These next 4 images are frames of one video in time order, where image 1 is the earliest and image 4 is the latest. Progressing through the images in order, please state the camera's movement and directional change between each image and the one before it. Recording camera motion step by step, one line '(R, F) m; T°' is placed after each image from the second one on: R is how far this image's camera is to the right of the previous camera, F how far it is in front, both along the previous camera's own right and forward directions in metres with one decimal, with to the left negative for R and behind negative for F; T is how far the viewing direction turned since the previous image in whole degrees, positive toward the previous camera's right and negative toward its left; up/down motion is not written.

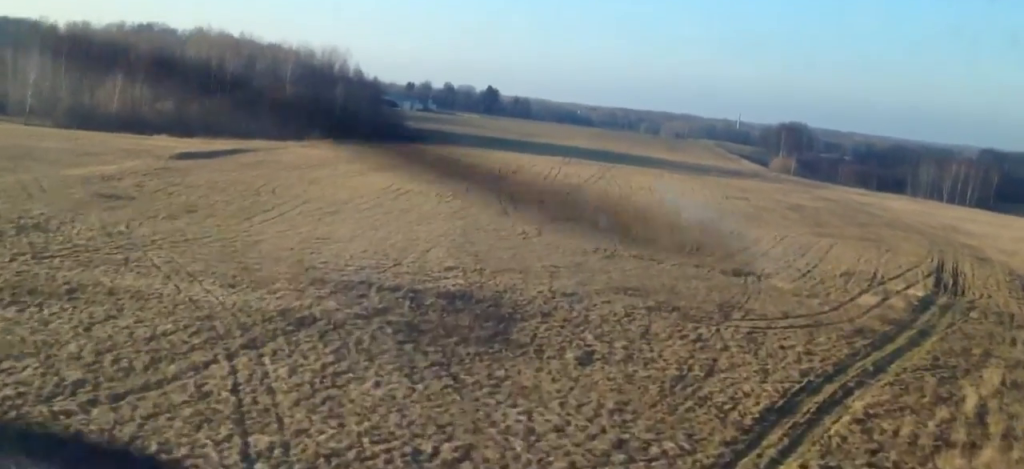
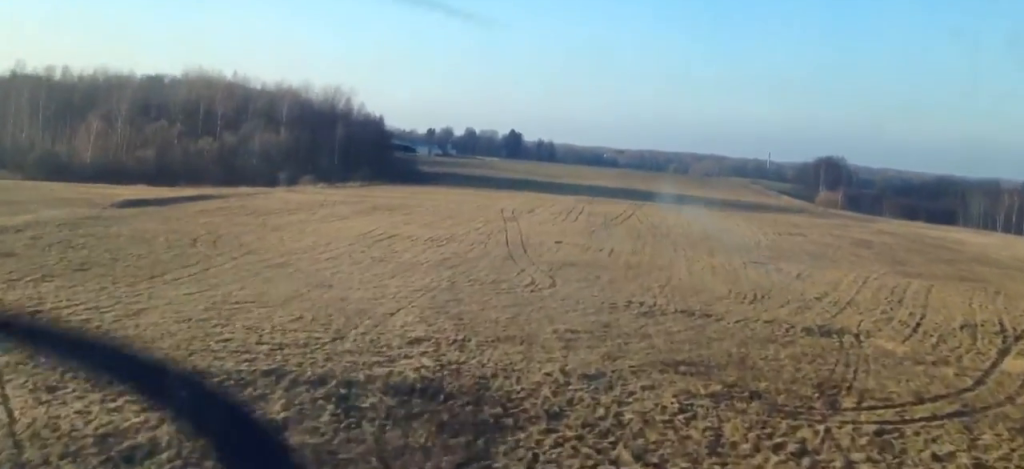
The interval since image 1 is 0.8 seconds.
(-0.2, +25.2) m; -2°
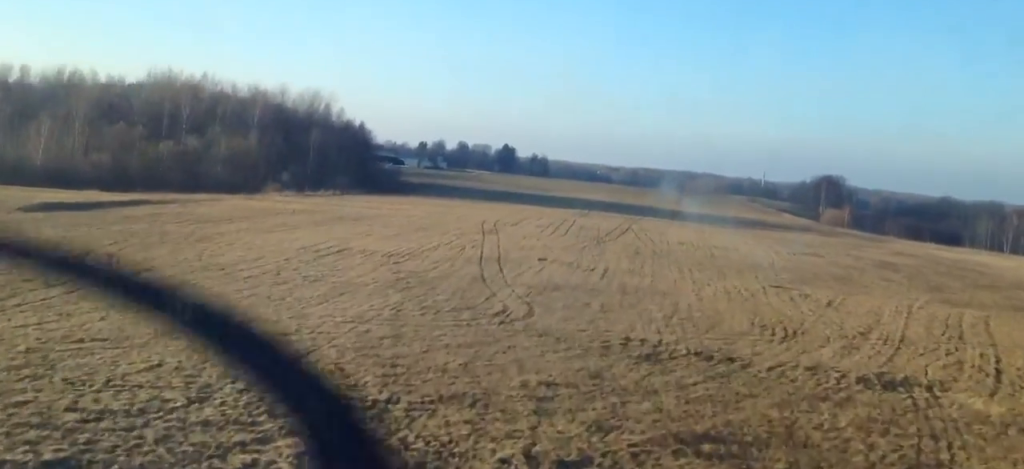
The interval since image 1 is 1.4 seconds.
(-0.2, +17.3) m; 0°
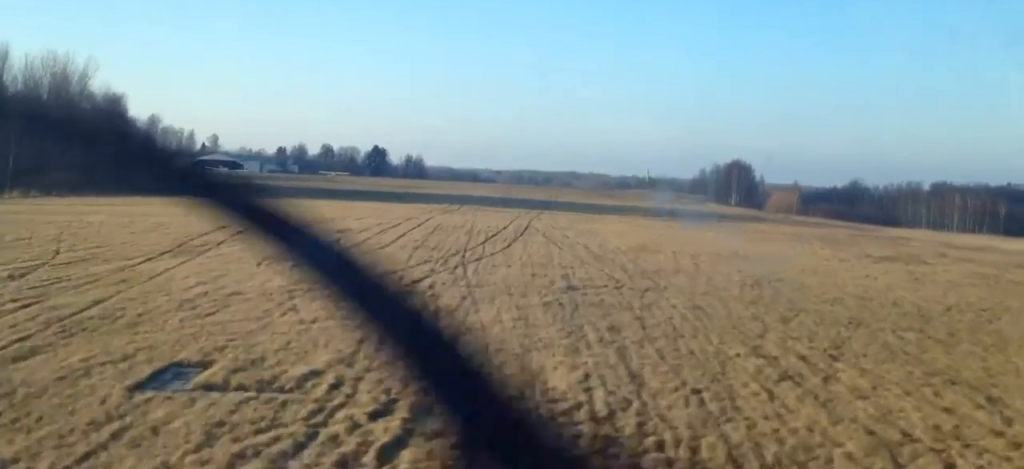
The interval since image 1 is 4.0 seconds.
(+4.3, +73.6) m; +7°
